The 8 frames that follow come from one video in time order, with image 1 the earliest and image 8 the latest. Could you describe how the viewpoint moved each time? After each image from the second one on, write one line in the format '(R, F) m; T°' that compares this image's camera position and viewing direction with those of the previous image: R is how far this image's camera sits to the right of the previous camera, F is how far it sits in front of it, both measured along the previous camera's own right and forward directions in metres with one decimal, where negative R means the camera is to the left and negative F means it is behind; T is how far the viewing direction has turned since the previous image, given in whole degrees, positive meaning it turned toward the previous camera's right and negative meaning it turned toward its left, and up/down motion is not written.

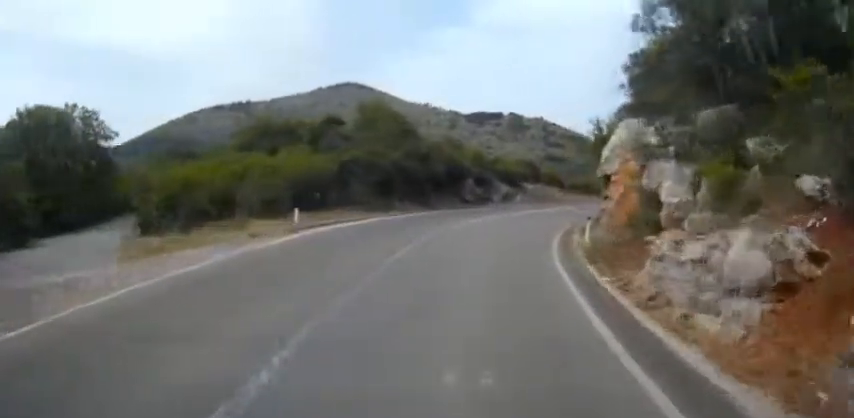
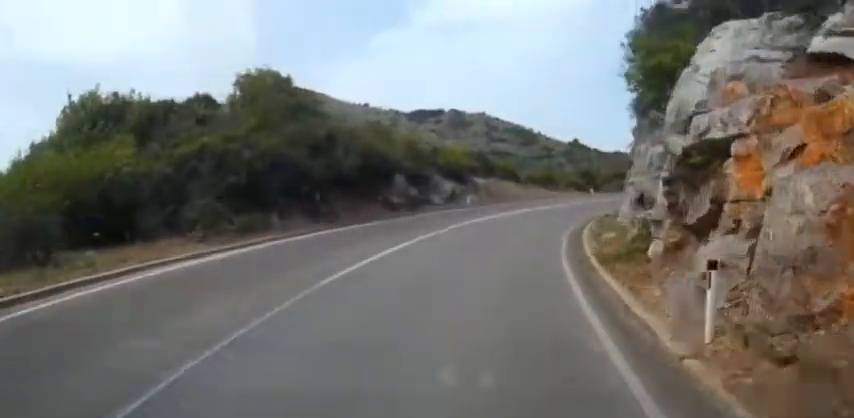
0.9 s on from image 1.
(+0.5, +13.1) m; +5°
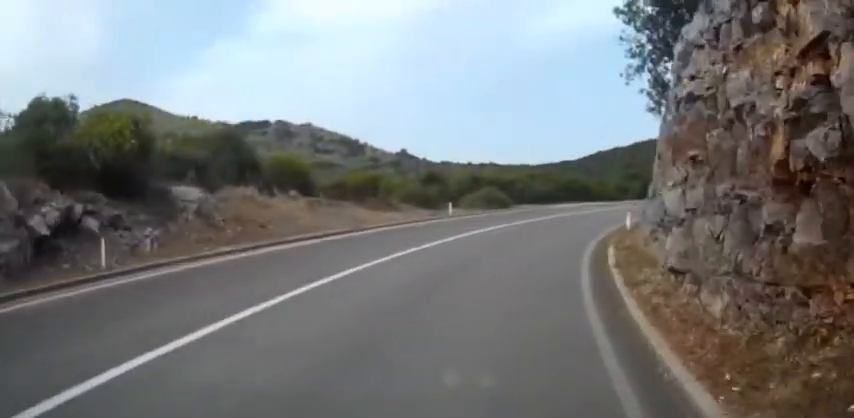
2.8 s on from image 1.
(+3.4, +26.8) m; +16°
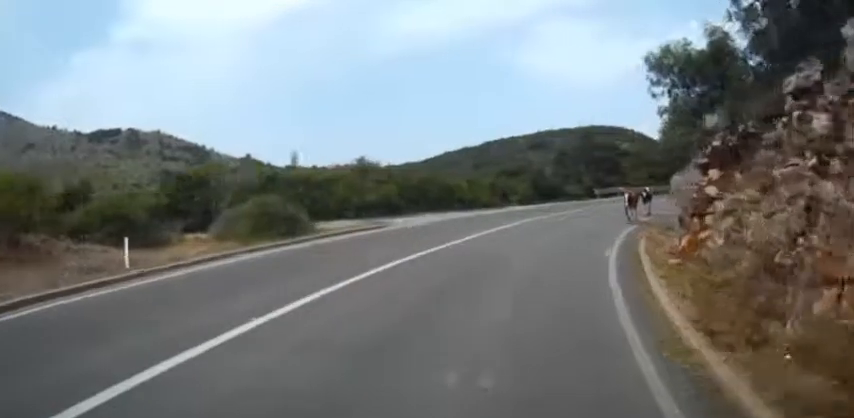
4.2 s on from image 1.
(+2.4, +19.2) m; +12°
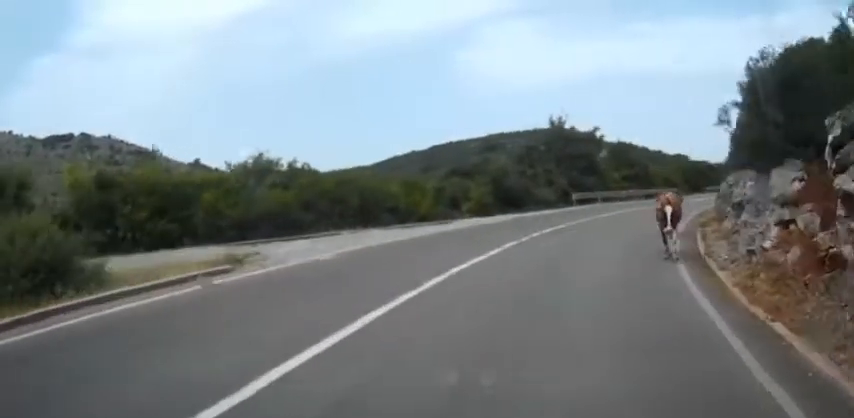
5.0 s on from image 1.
(+0.5, +10.3) m; +5°
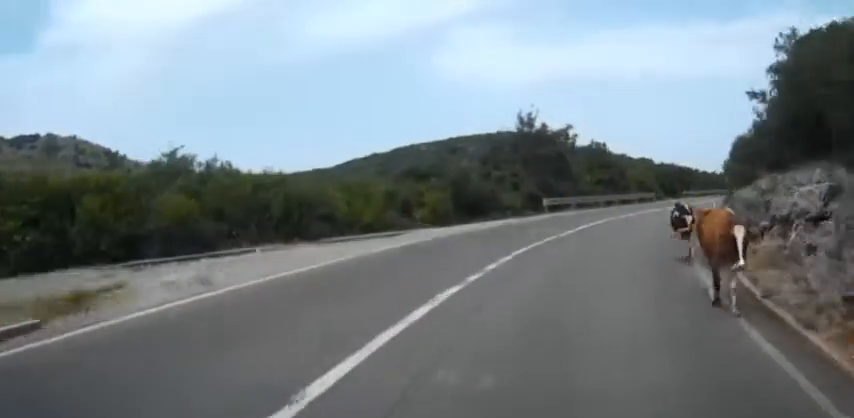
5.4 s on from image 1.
(0.0, +5.2) m; +3°
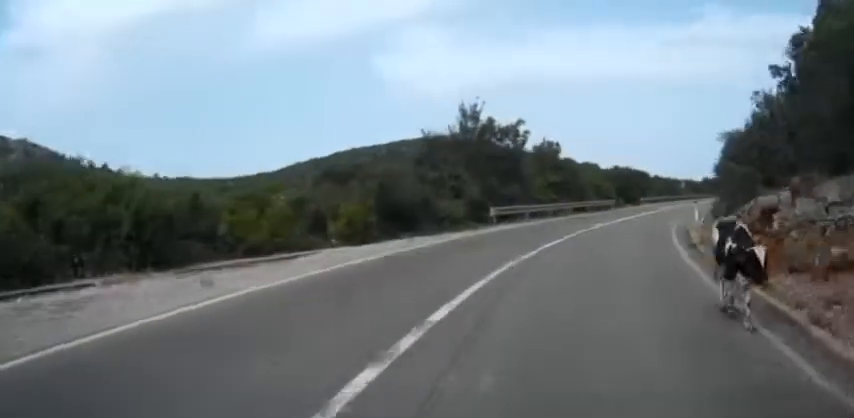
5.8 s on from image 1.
(+0.1, +6.0) m; +4°
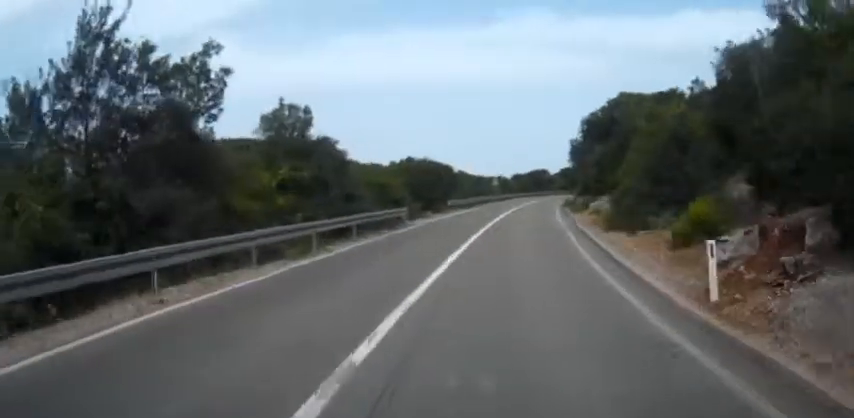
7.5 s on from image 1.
(+3.6, +20.5) m; +20°
